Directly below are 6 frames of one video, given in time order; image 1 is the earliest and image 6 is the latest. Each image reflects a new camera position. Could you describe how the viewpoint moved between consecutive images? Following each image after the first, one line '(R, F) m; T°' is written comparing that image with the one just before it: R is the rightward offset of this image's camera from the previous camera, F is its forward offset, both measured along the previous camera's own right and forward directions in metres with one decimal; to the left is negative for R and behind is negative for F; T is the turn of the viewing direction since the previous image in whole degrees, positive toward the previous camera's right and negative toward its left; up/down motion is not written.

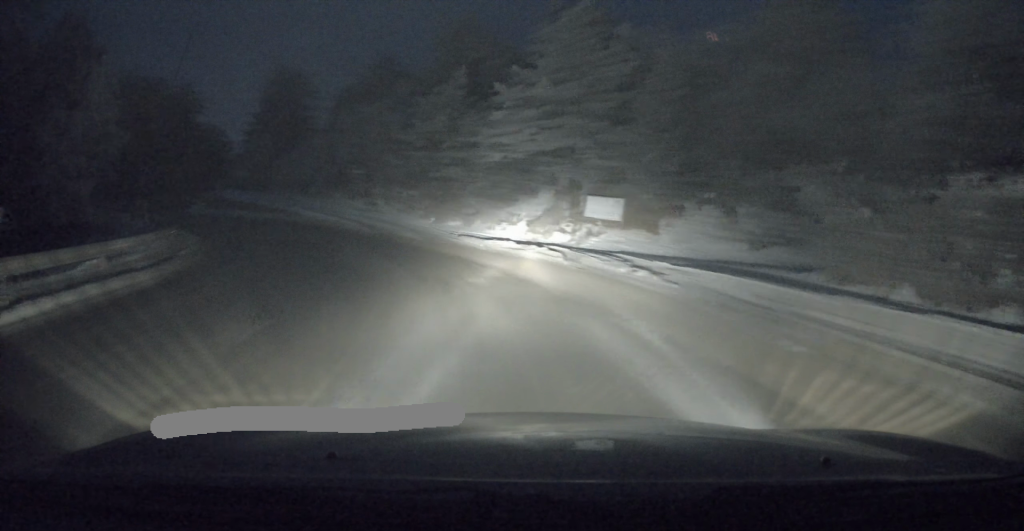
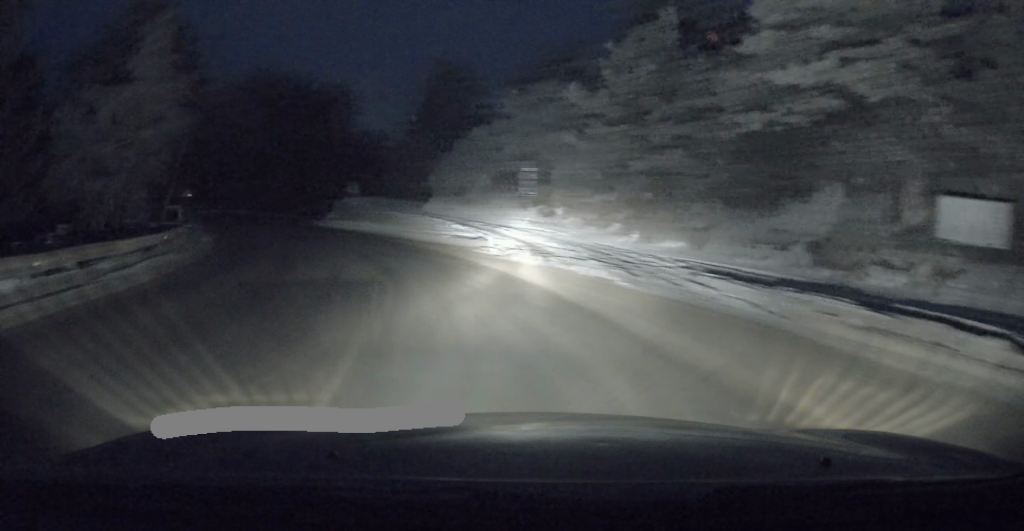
(-1.9, +12.9) m; -18°
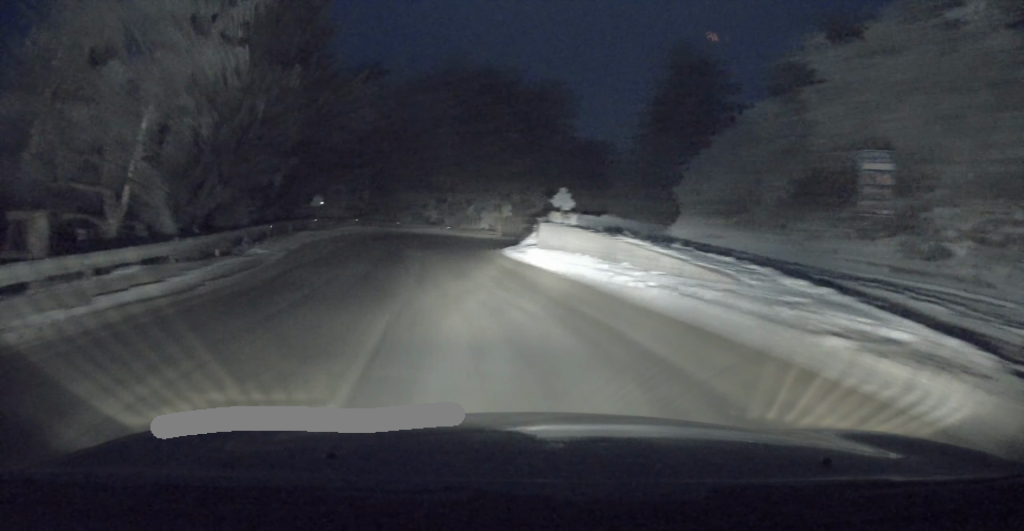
(-3.0, +16.0) m; -18°
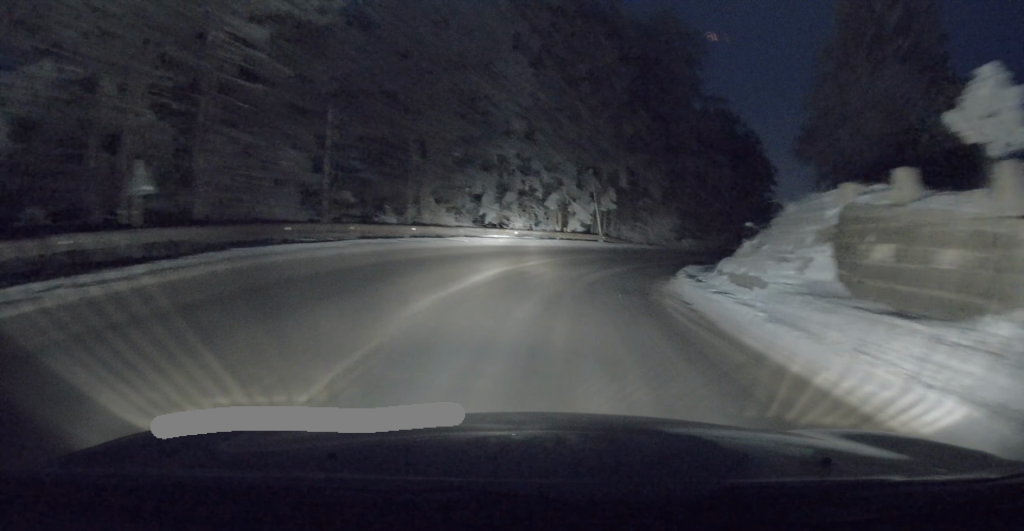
(-1.1, +25.2) m; +3°
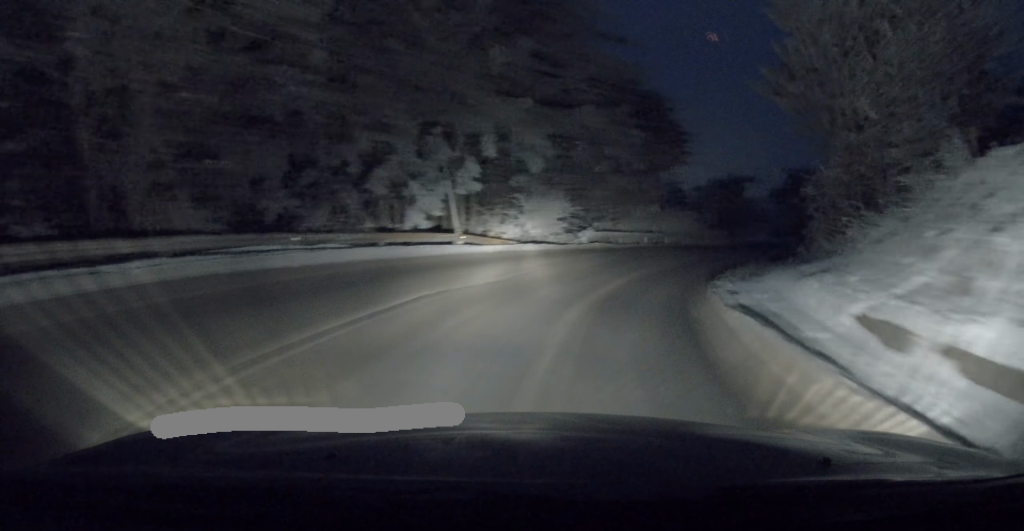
(+1.3, +14.5) m; +13°
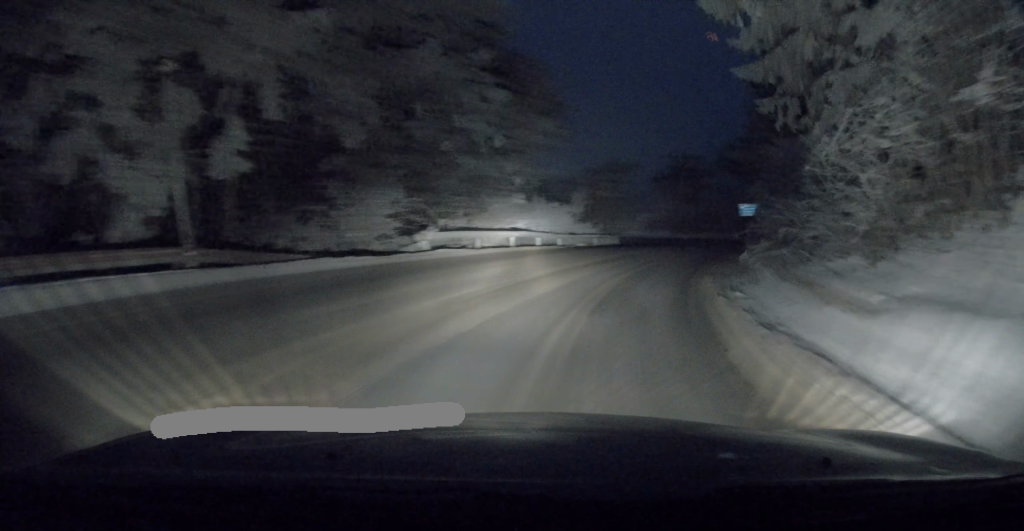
(+1.1, +10.0) m; +12°
